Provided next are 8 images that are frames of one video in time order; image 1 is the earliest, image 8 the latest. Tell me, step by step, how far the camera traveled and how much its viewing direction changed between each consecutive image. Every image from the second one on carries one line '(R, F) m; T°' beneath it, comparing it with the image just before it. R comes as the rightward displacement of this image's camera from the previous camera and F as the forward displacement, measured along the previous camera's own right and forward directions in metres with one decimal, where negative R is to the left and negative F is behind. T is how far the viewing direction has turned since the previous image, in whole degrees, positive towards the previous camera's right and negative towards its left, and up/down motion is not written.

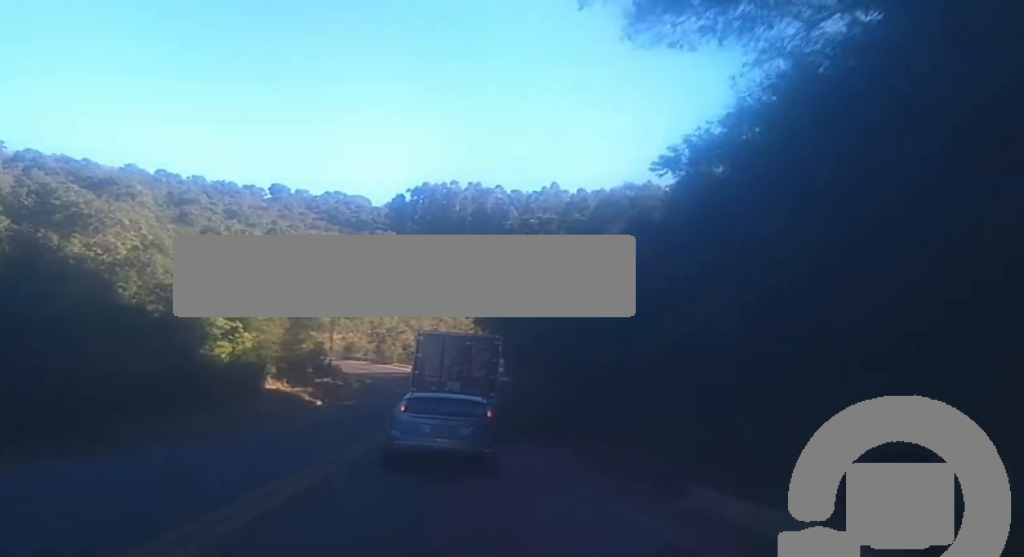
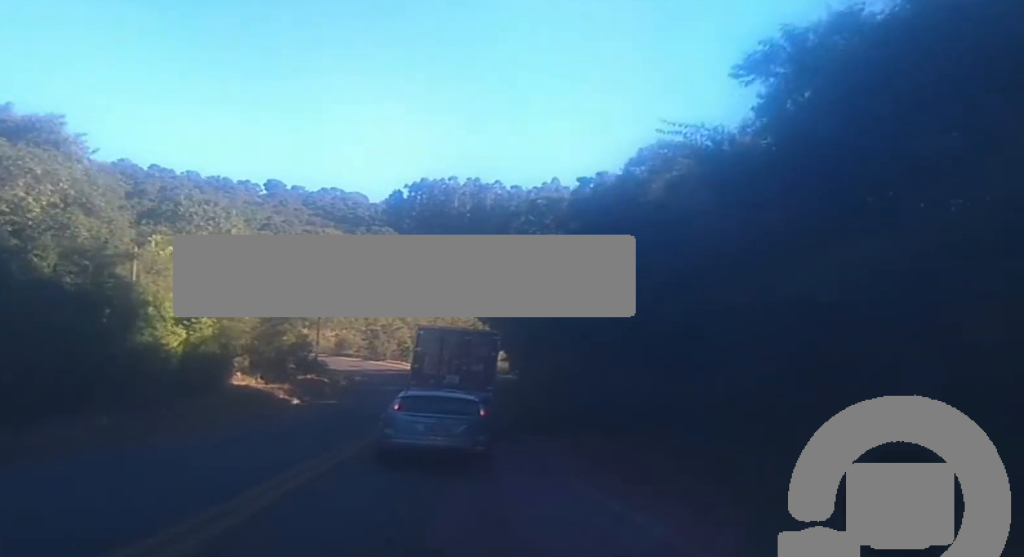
(-0.1, +9.9) m; +2°
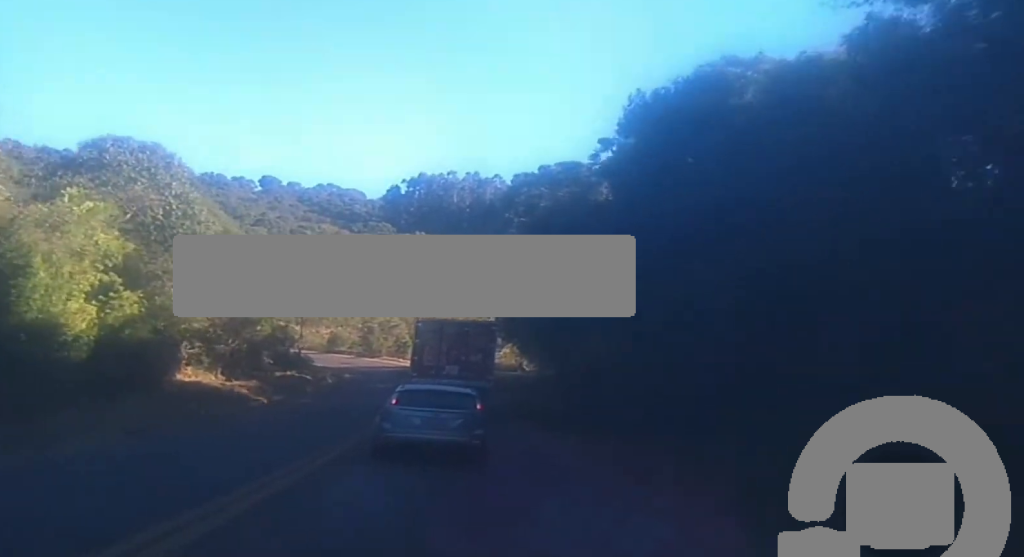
(+0.6, +12.3) m; +2°
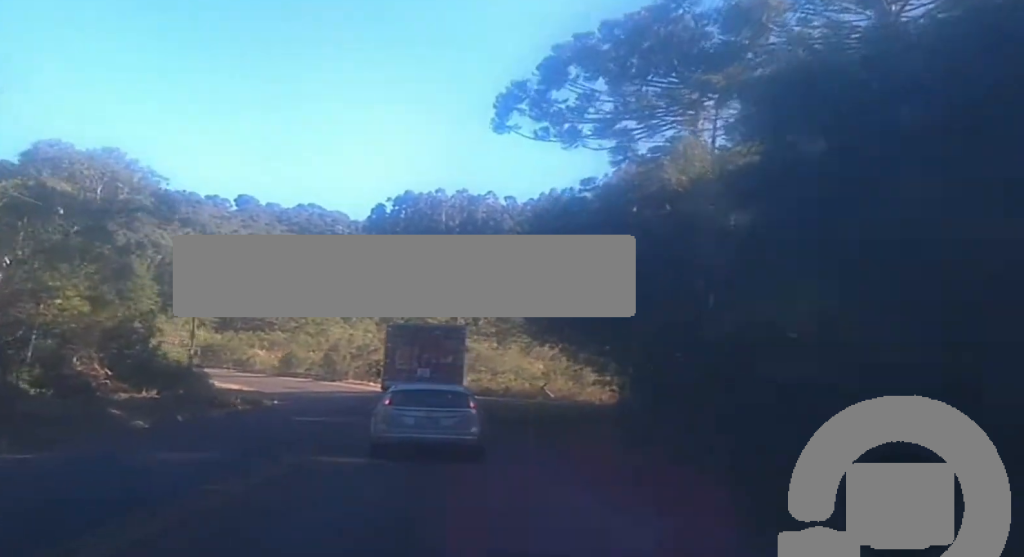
(+0.4, +22.1) m; +1°
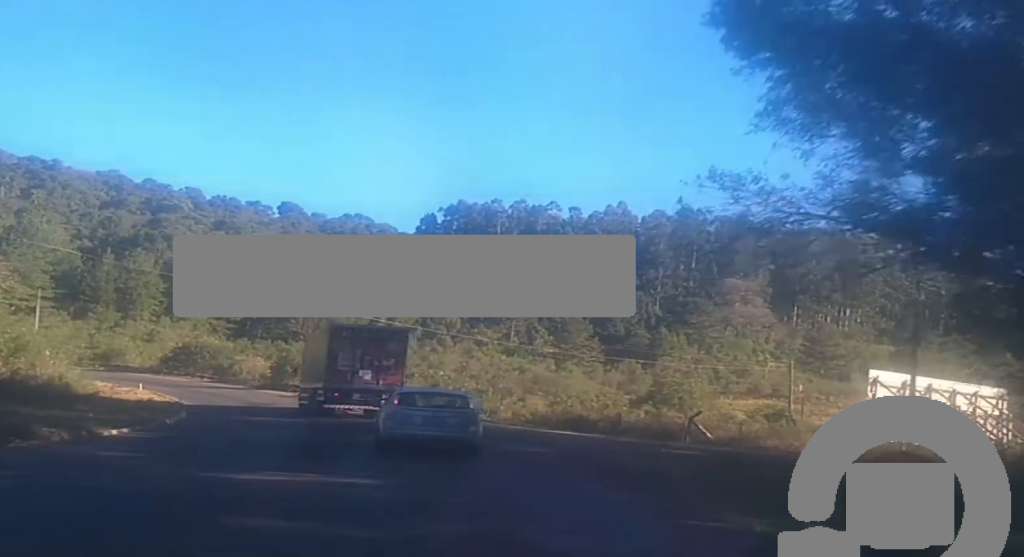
(0.0, +39.6) m; -2°
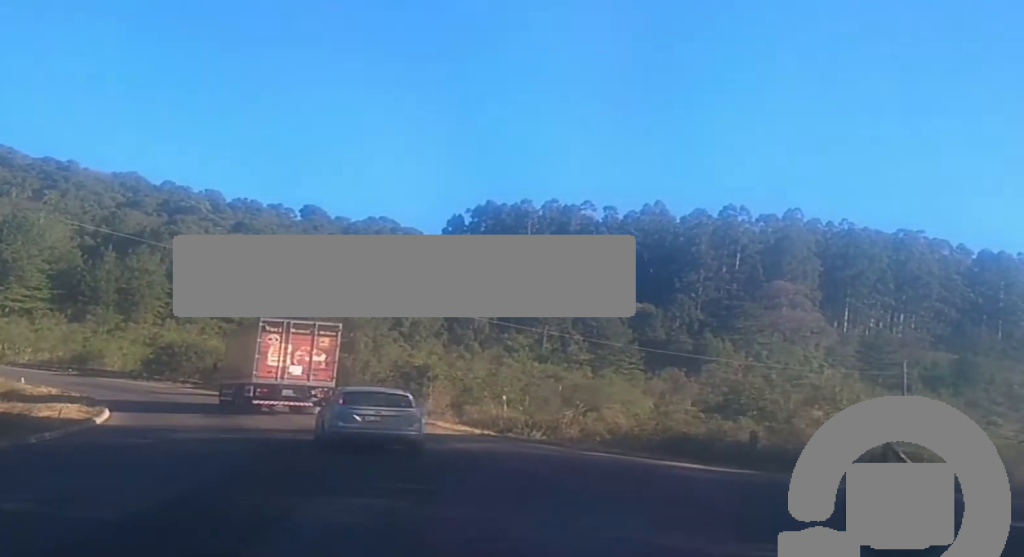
(-0.5, +16.6) m; -3°
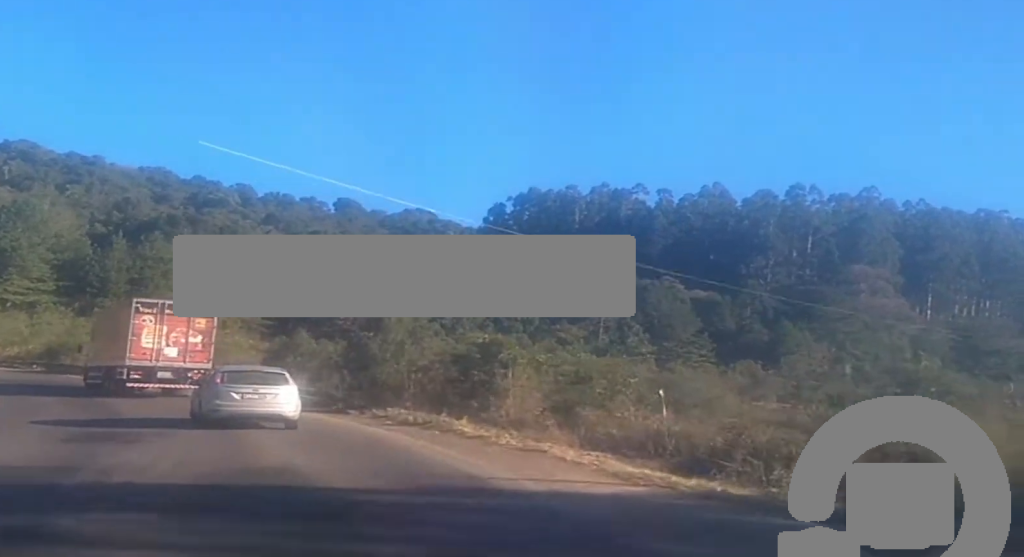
(-0.8, +19.9) m; -6°
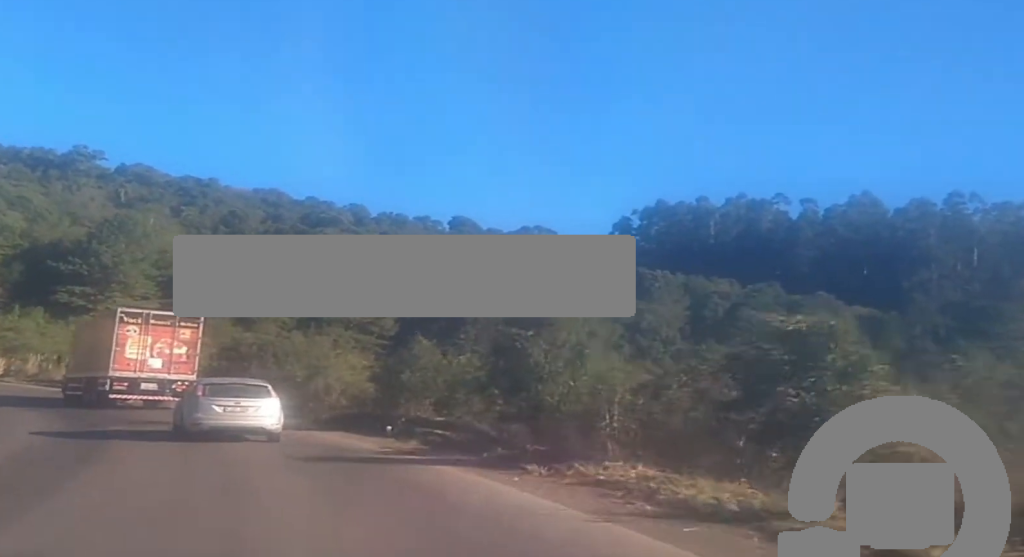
(-0.7, +13.9) m; -6°
